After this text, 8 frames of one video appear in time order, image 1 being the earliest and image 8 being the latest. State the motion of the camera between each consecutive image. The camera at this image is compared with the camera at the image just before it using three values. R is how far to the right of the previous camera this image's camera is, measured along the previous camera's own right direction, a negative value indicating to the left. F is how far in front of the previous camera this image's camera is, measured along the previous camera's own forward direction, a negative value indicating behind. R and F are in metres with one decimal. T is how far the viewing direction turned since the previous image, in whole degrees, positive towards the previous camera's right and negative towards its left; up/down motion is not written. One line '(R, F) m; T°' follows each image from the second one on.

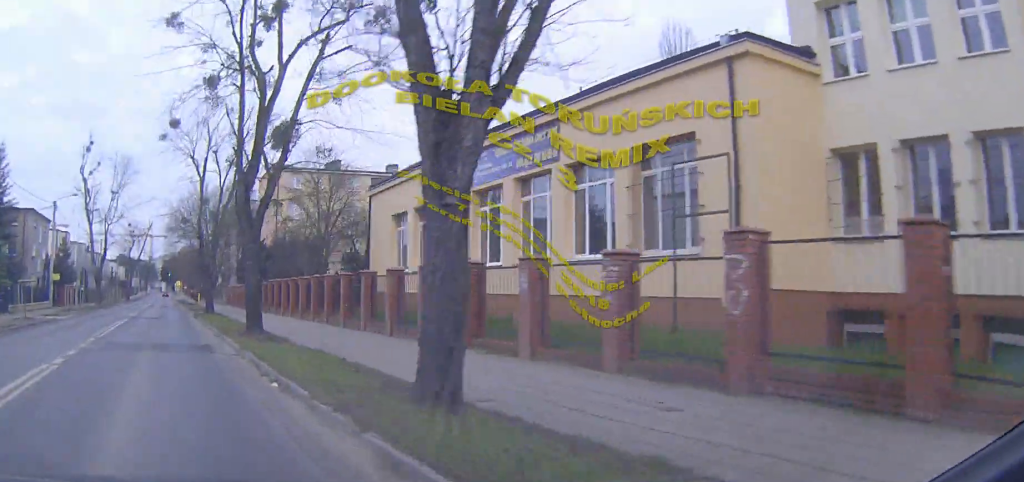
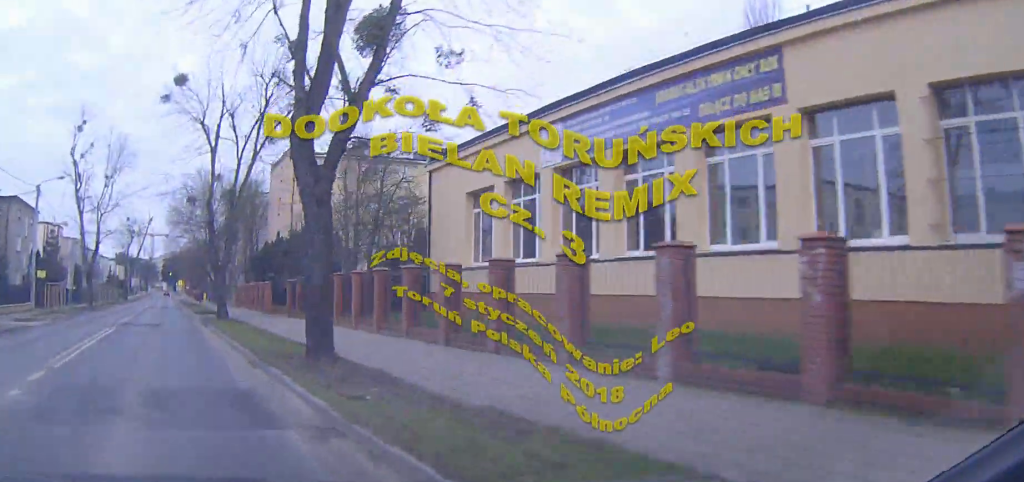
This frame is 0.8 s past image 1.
(0.0, +8.5) m; 0°
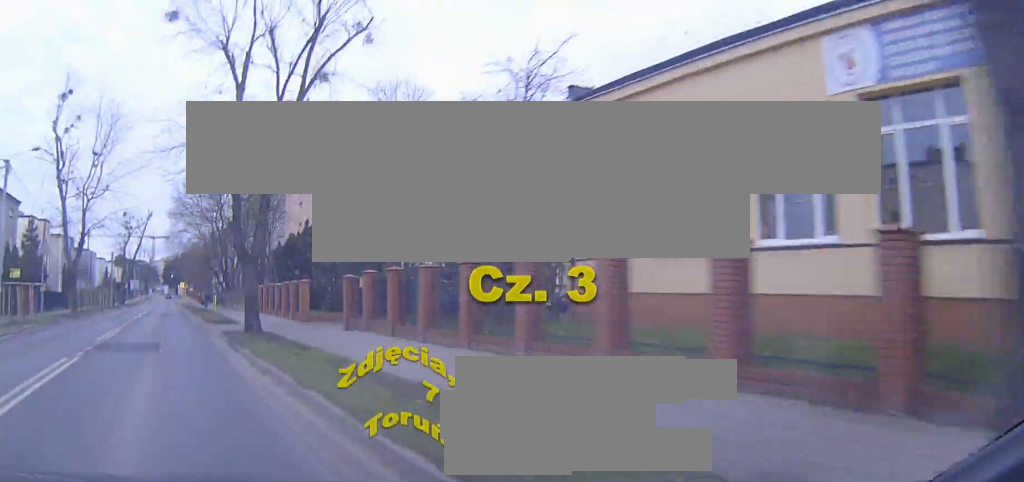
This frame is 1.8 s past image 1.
(0.0, +10.8) m; 0°
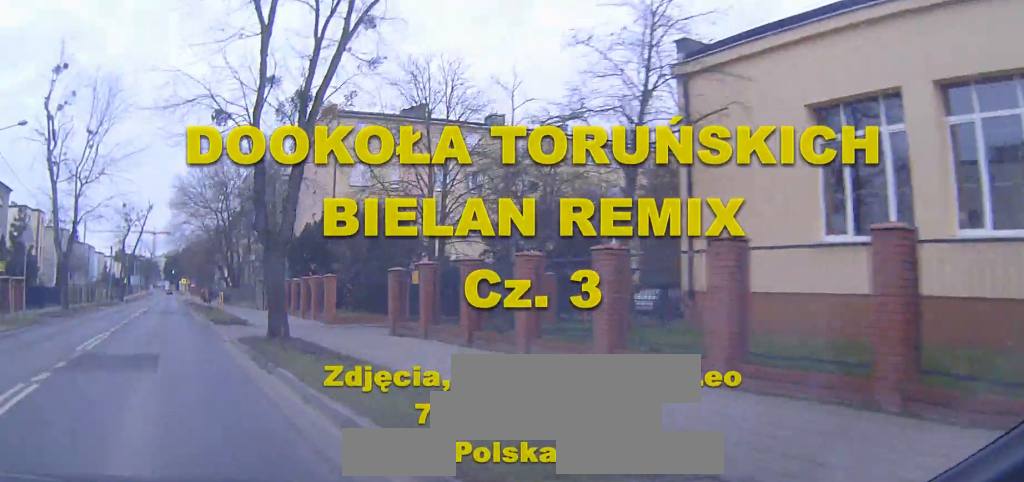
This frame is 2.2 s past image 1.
(0.0, +4.8) m; 0°
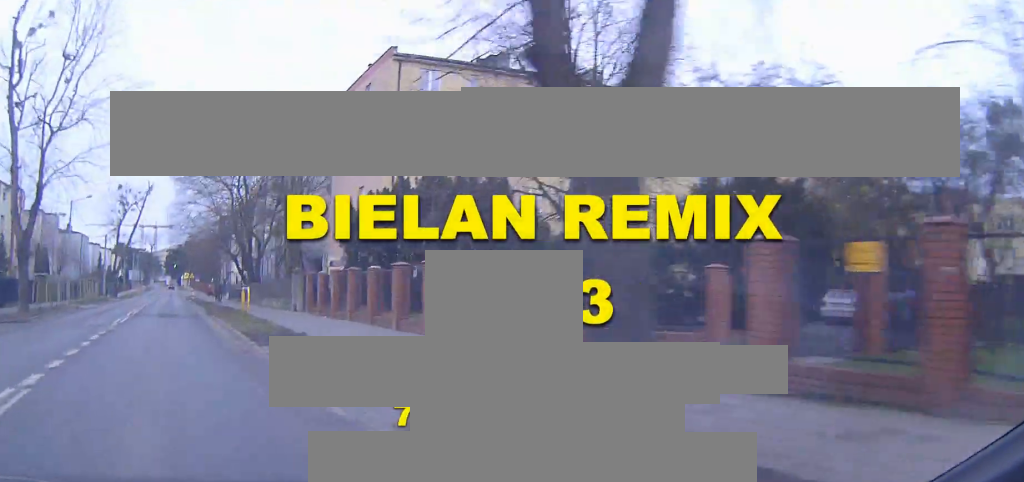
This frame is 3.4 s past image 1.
(-0.1, +13.0) m; 0°
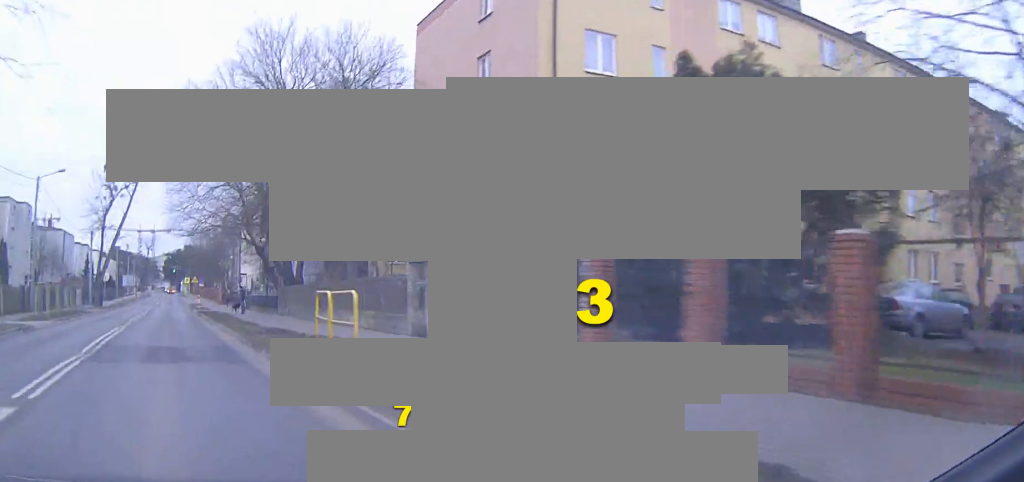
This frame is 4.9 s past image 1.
(+0.1, +16.8) m; +1°
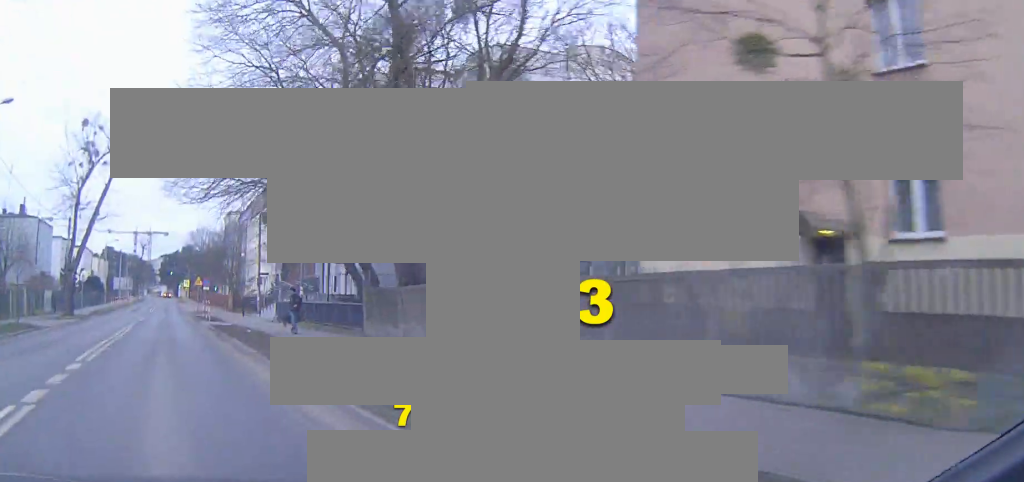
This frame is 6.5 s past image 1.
(0.0, +18.0) m; 0°
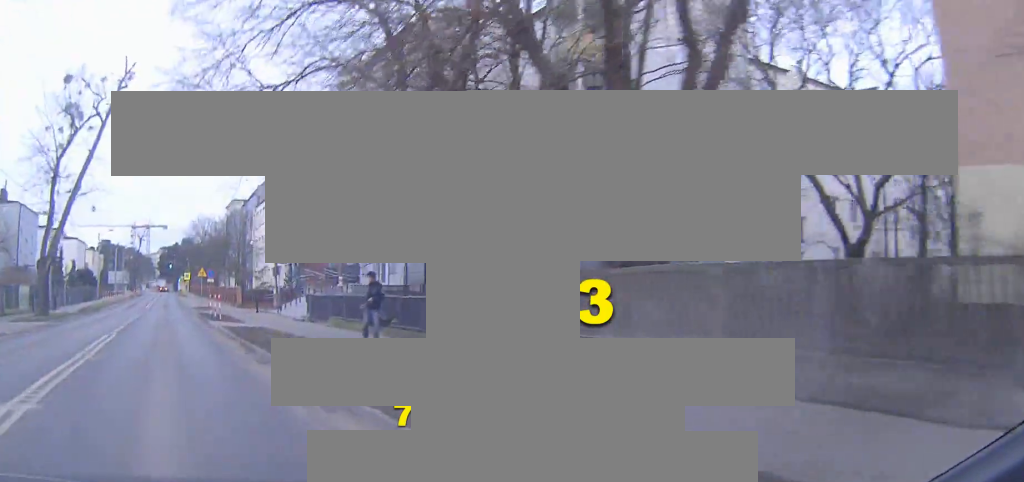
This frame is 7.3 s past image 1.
(+0.1, +9.3) m; 0°
